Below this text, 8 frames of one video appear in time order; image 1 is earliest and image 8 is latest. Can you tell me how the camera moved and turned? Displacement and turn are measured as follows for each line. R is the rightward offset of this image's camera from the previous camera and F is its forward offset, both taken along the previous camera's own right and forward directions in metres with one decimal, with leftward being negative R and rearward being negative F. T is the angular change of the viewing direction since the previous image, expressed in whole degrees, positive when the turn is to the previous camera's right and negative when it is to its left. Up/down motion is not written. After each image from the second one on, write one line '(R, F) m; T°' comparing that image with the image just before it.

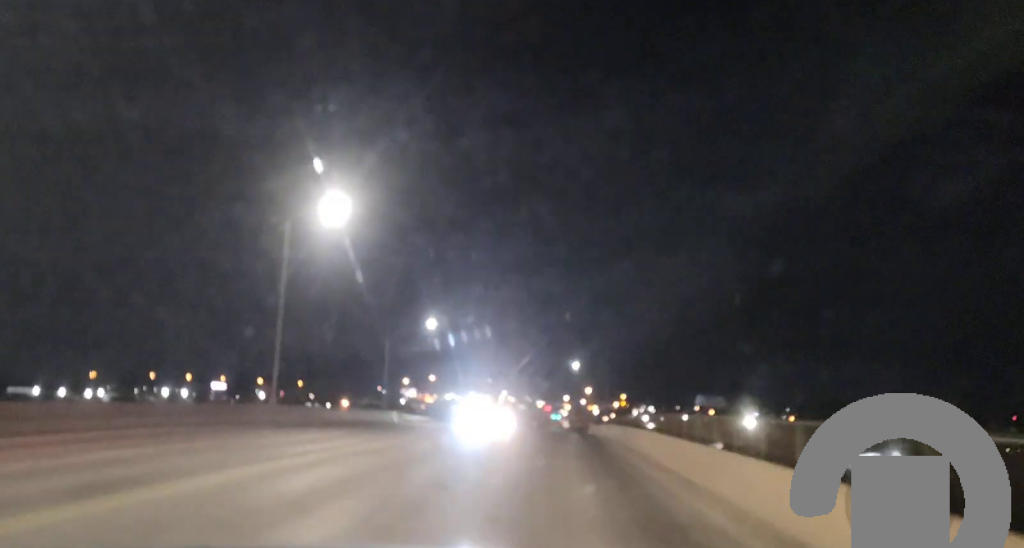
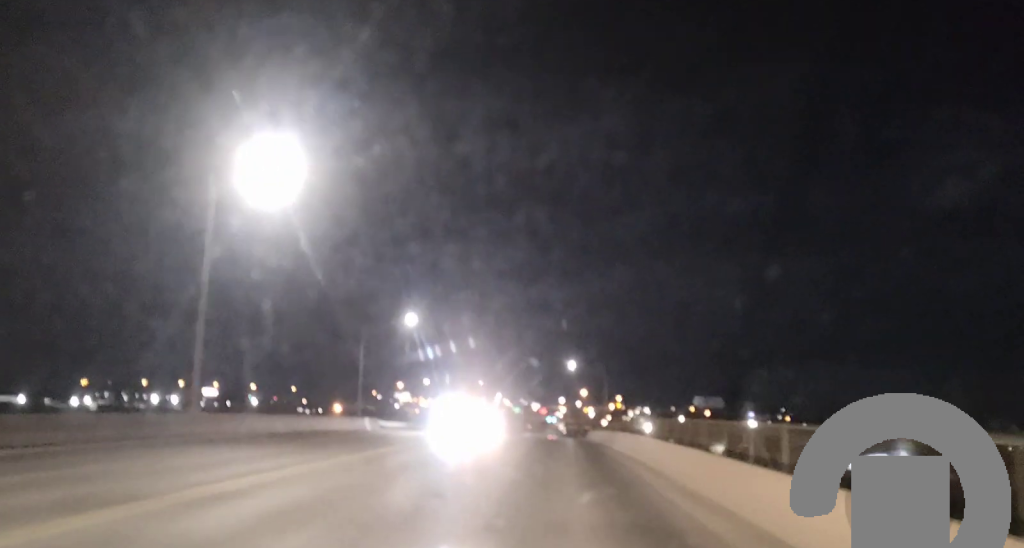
(+0.1, +8.2) m; +1°
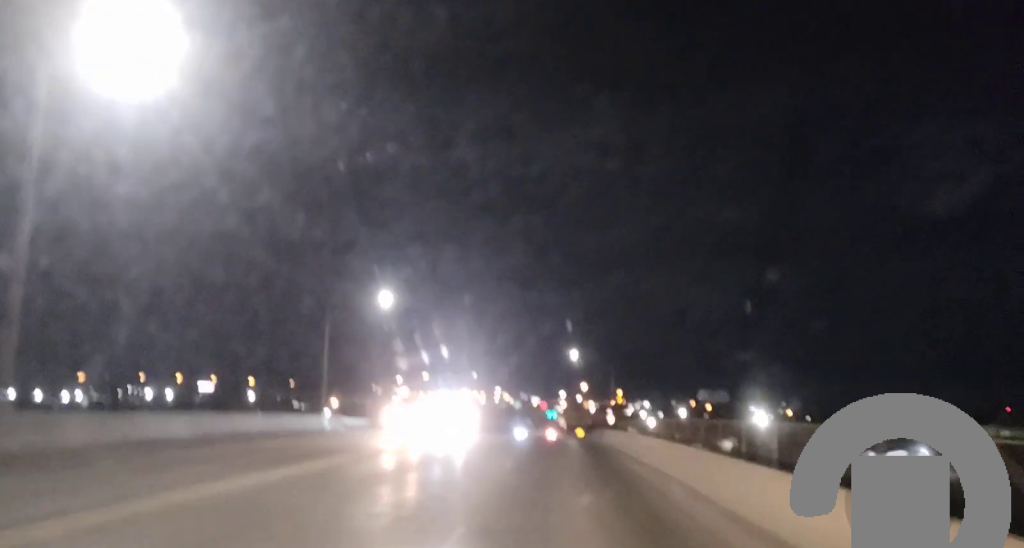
(+0.2, +11.1) m; 0°
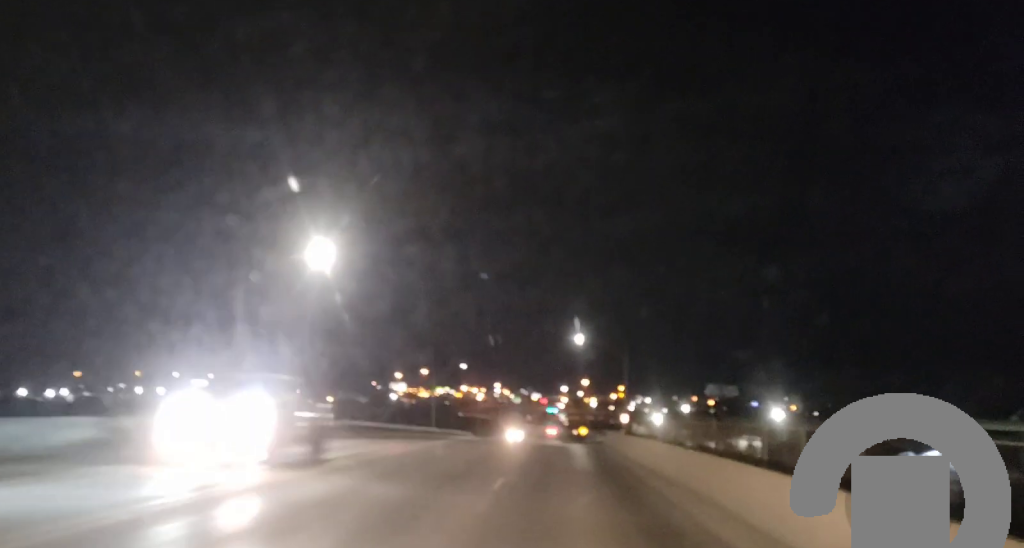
(-0.4, +17.0) m; -2°
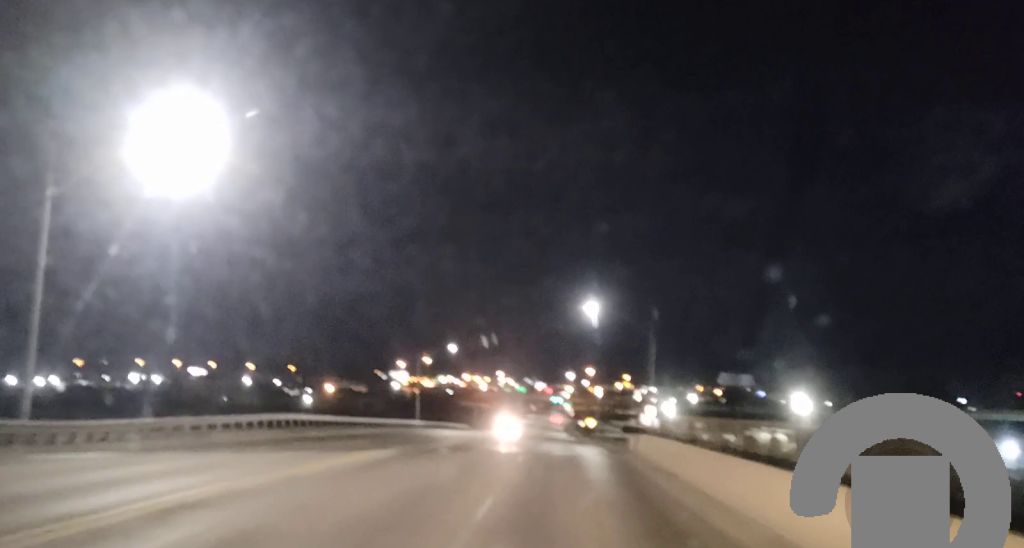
(-0.1, +17.0) m; 0°
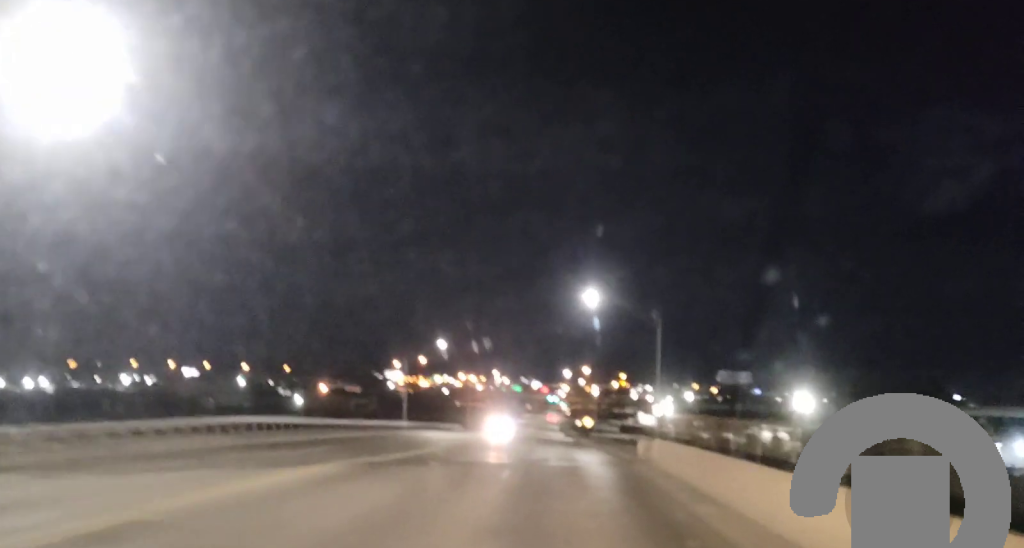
(0.0, +5.9) m; 0°
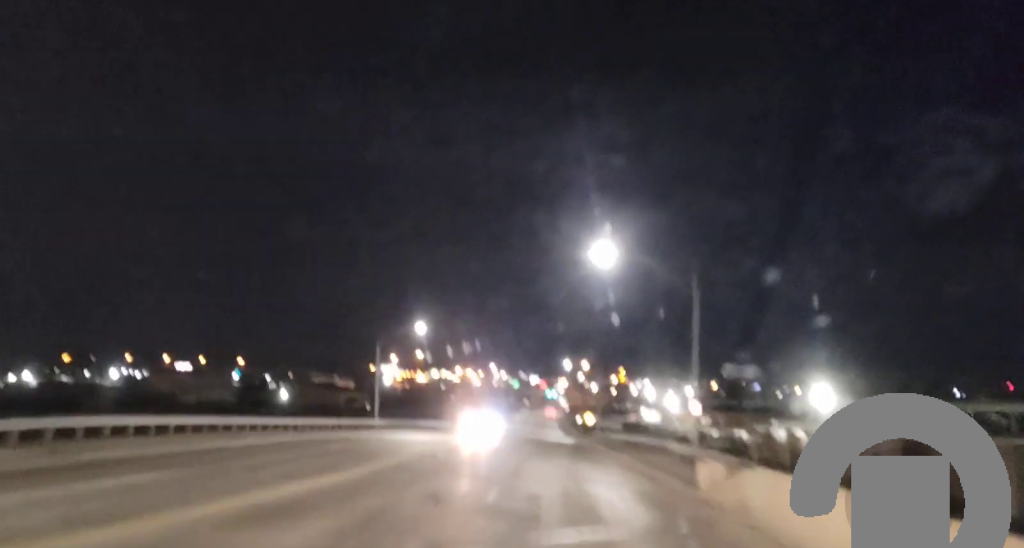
(-0.2, +14.2) m; -1°
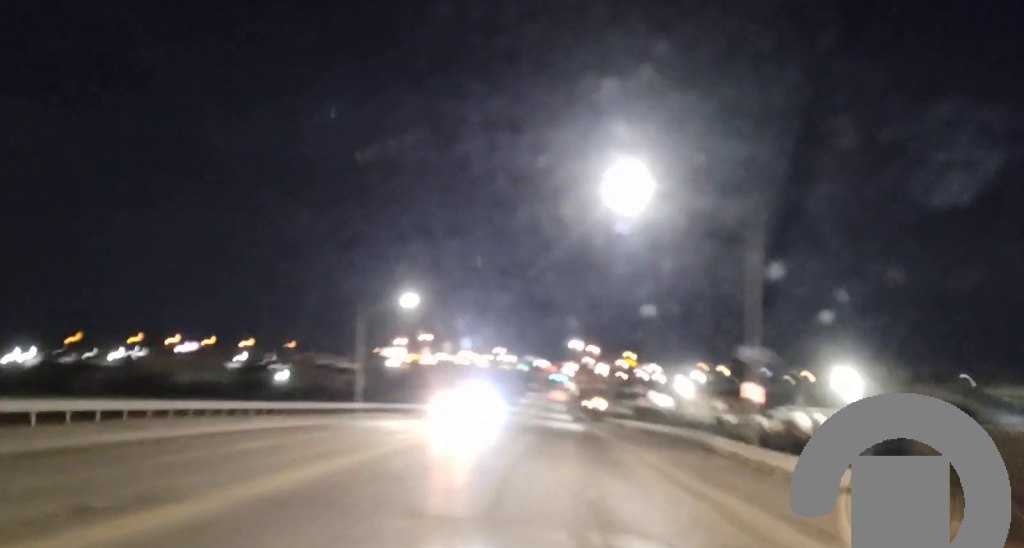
(0.0, +9.8) m; 0°
